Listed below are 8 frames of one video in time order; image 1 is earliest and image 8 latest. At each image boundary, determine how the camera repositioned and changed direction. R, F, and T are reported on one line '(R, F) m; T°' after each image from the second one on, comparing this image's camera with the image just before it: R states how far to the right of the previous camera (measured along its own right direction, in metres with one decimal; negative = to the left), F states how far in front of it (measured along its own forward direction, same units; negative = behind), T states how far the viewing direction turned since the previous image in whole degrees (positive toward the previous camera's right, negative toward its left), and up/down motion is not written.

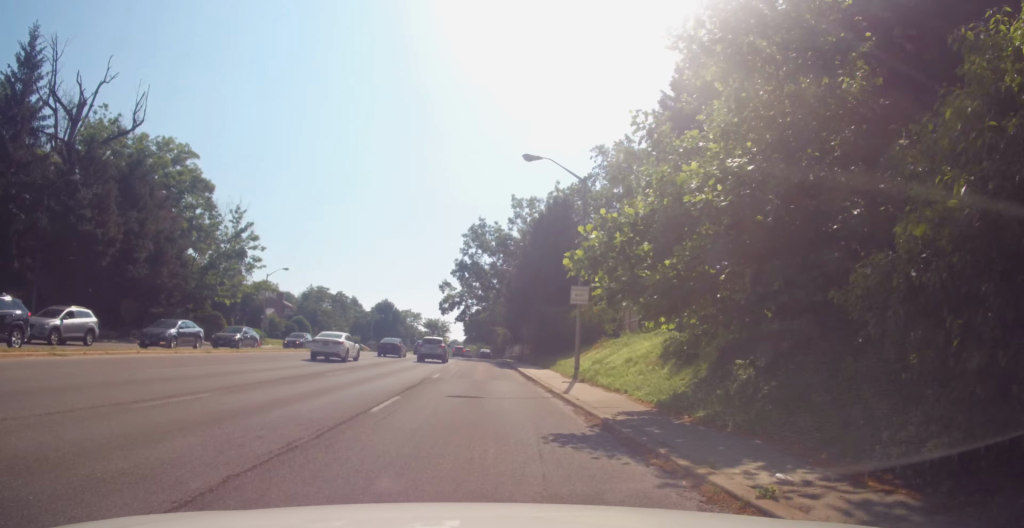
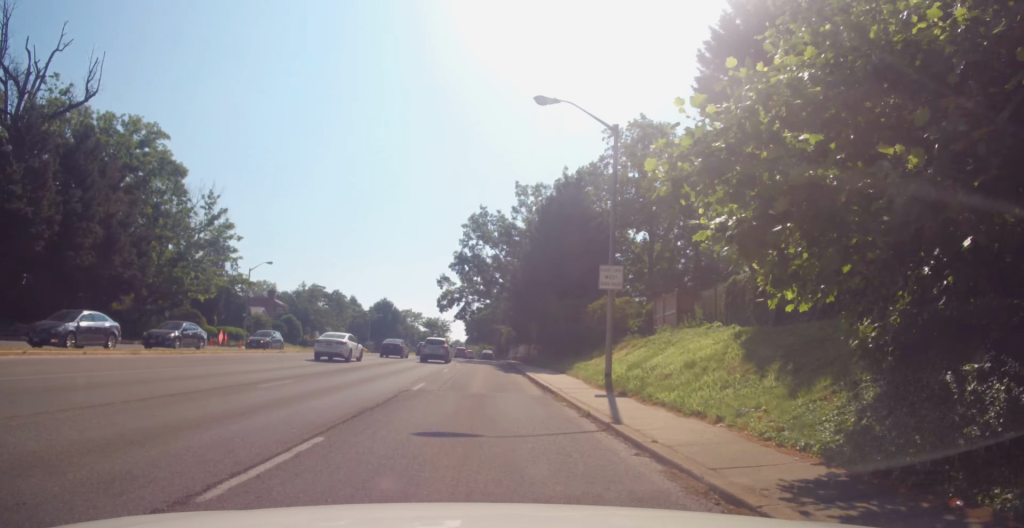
(0.0, +6.4) m; 0°
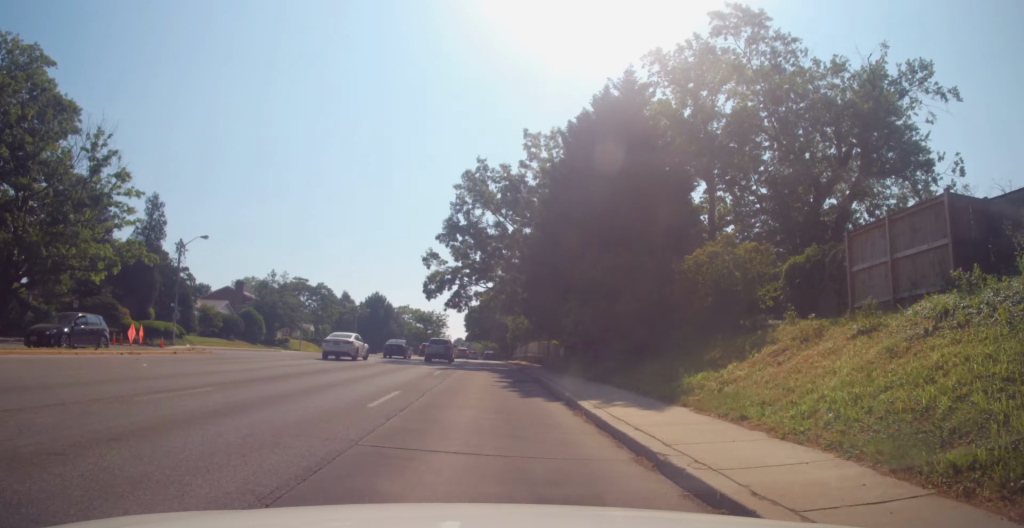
(0.0, +15.9) m; 0°
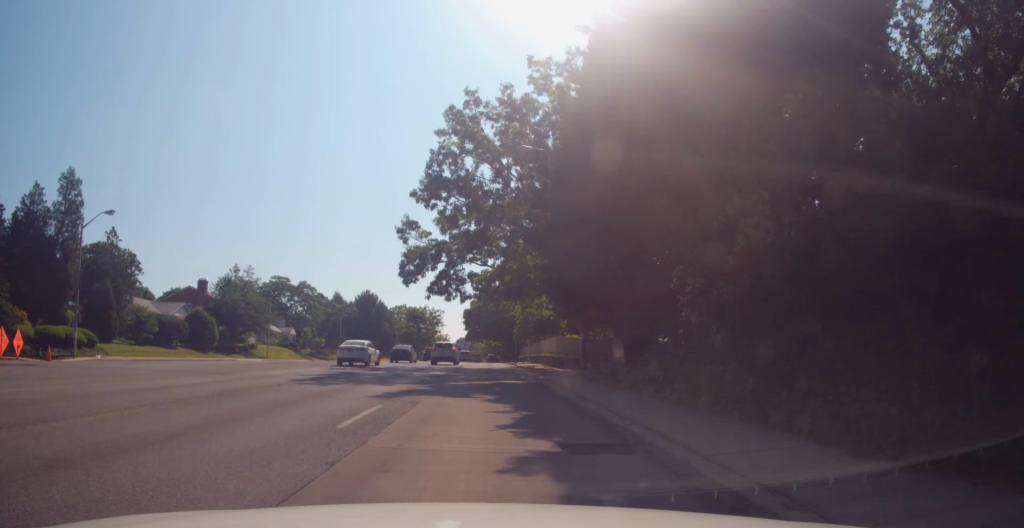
(-0.1, +13.4) m; -1°
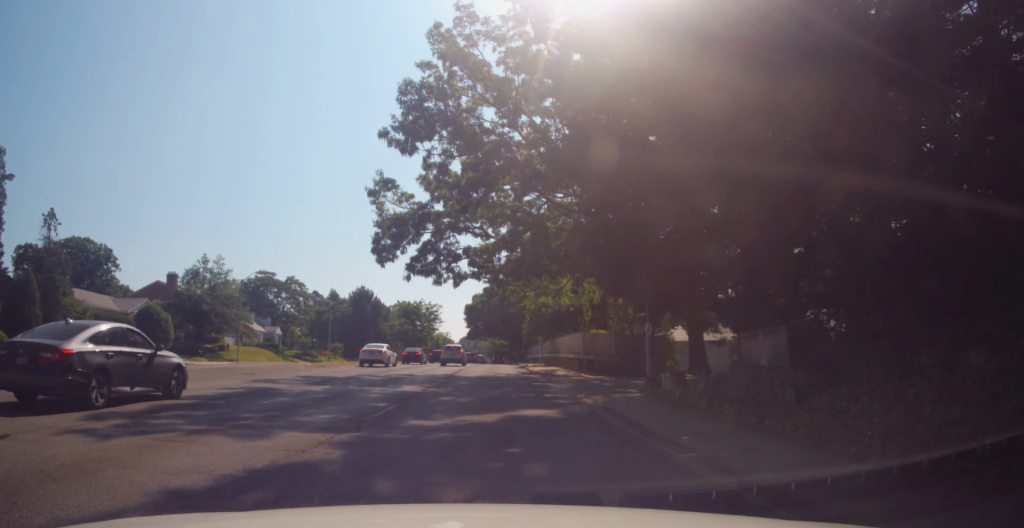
(-0.1, +9.8) m; -1°
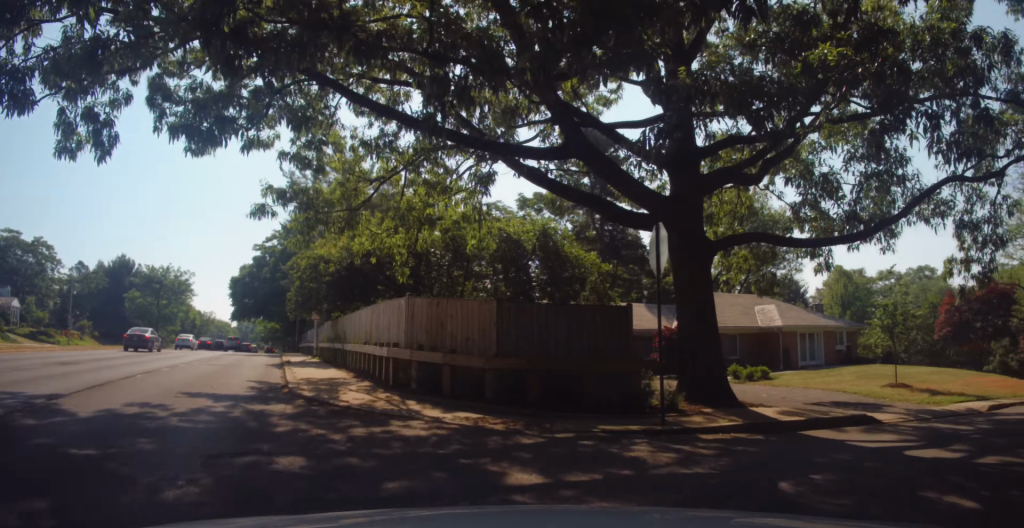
(+1.7, +18.8) m; +29°
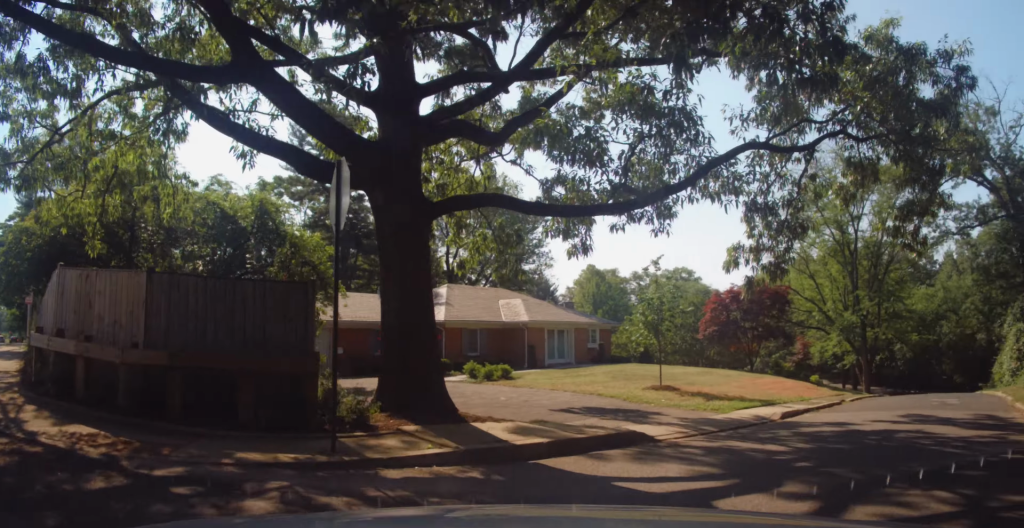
(+0.5, +3.4) m; +18°
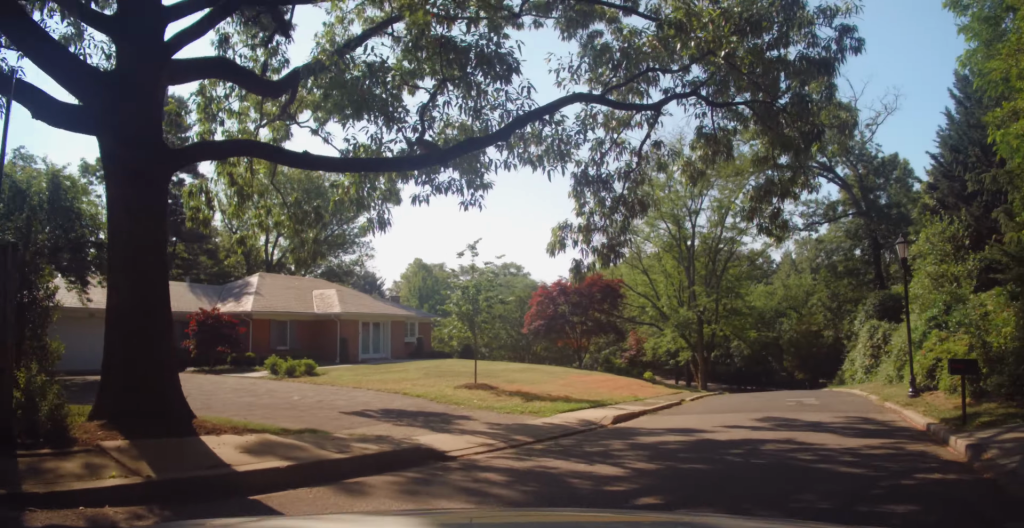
(+0.1, +2.1) m; +13°
